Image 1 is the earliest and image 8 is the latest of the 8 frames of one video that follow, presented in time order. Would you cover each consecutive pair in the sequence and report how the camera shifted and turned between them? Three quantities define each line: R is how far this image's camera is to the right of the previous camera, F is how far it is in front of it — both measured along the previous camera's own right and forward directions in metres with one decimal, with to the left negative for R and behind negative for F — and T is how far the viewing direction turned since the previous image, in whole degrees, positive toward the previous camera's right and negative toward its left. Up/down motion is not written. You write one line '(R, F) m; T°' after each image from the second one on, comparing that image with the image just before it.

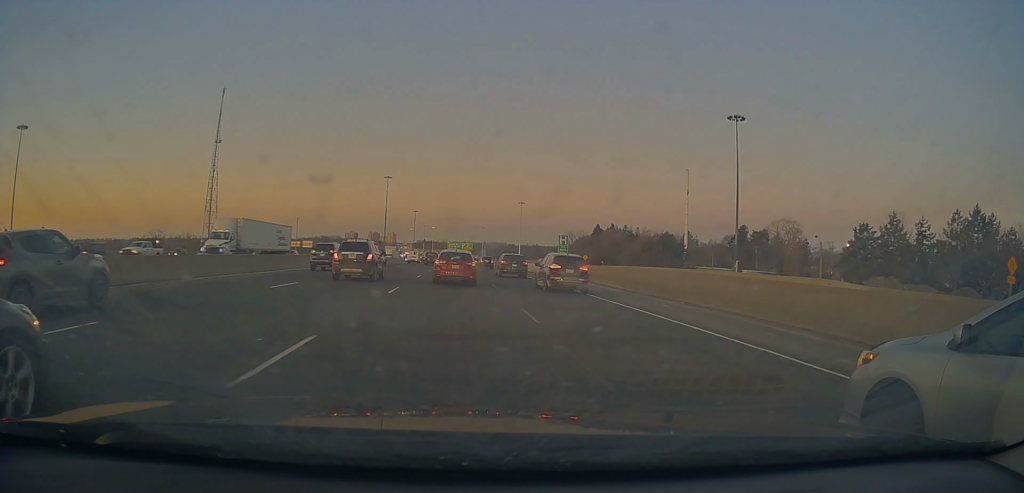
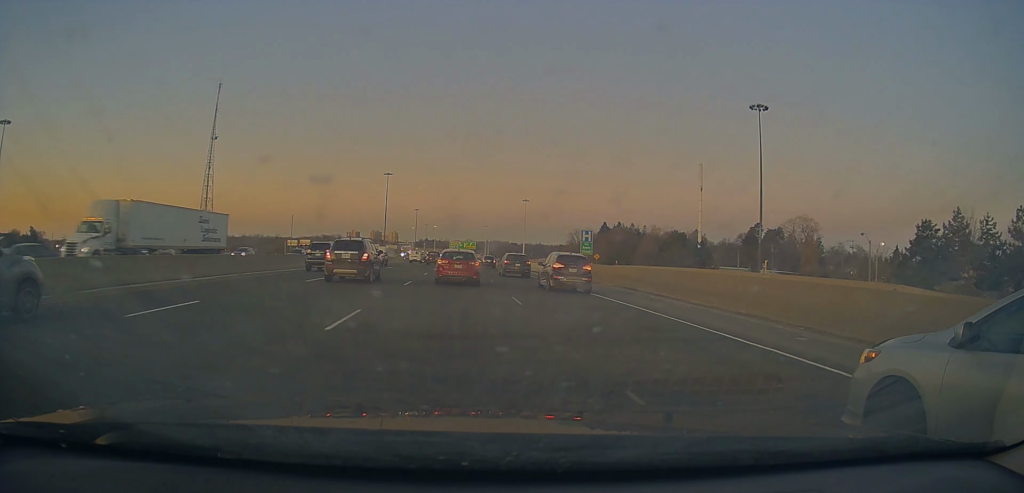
(+0.1, +8.3) m; 0°
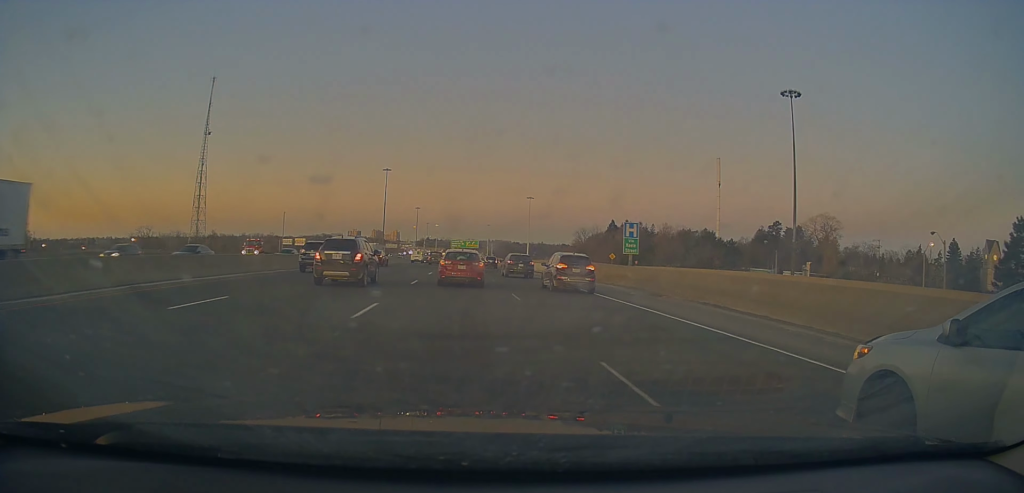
(+0.1, +10.7) m; 0°
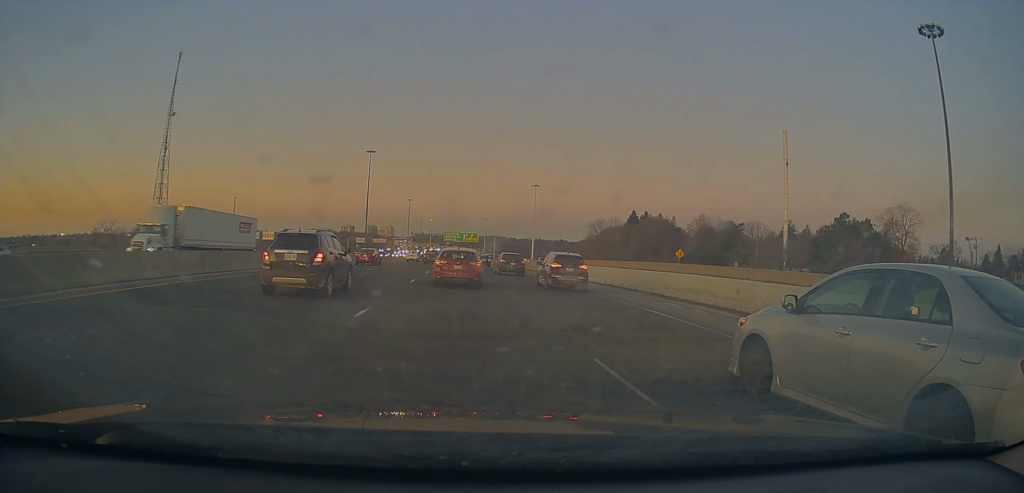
(-0.4, +36.9) m; 0°
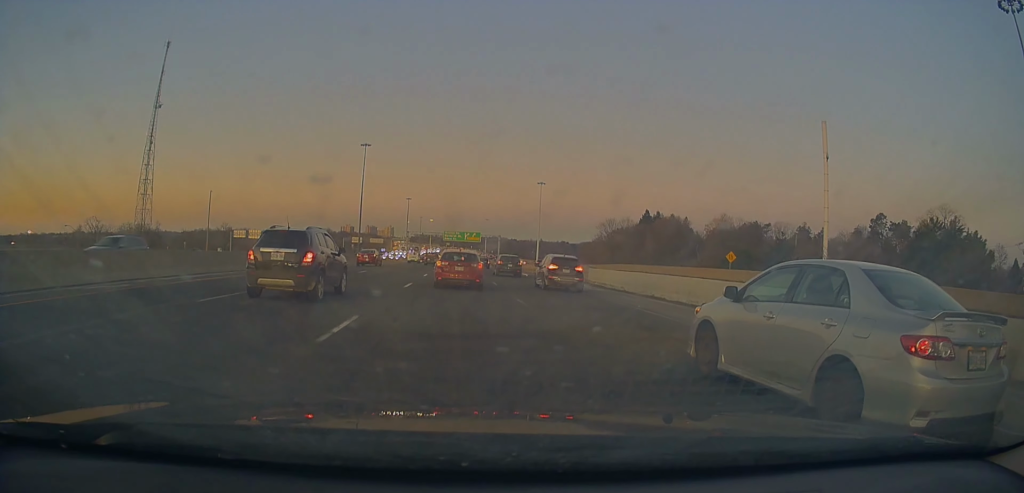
(0.0, +14.8) m; 0°
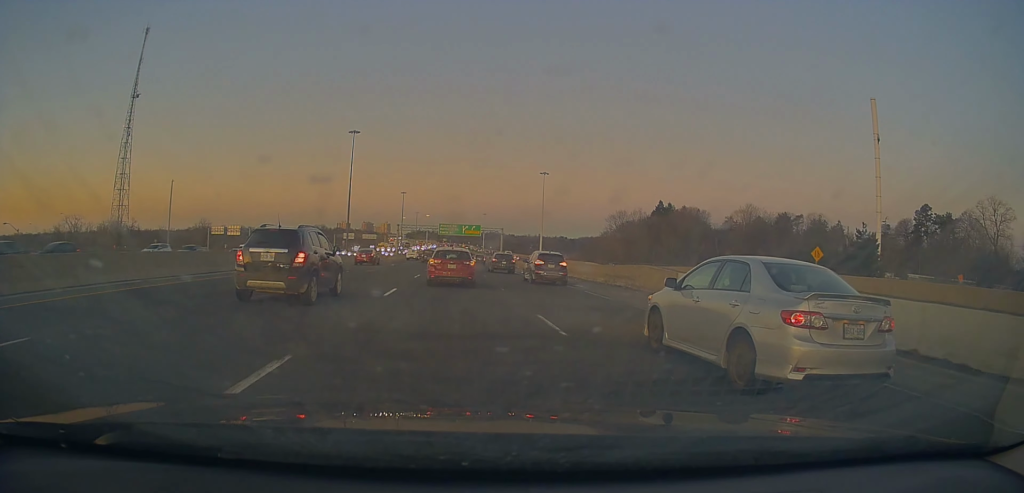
(-0.1, +16.9) m; -2°
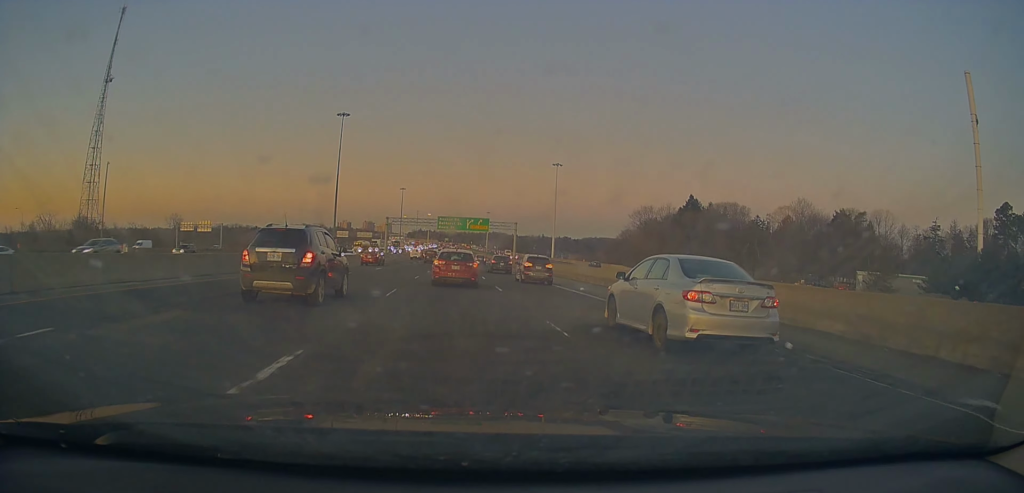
(+0.1, +23.3) m; +2°
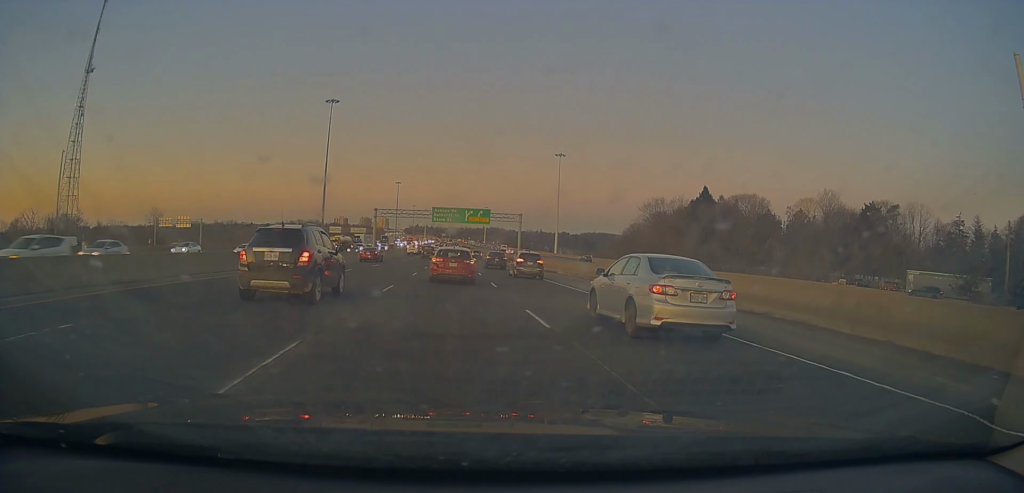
(+0.4, +11.2) m; +1°
